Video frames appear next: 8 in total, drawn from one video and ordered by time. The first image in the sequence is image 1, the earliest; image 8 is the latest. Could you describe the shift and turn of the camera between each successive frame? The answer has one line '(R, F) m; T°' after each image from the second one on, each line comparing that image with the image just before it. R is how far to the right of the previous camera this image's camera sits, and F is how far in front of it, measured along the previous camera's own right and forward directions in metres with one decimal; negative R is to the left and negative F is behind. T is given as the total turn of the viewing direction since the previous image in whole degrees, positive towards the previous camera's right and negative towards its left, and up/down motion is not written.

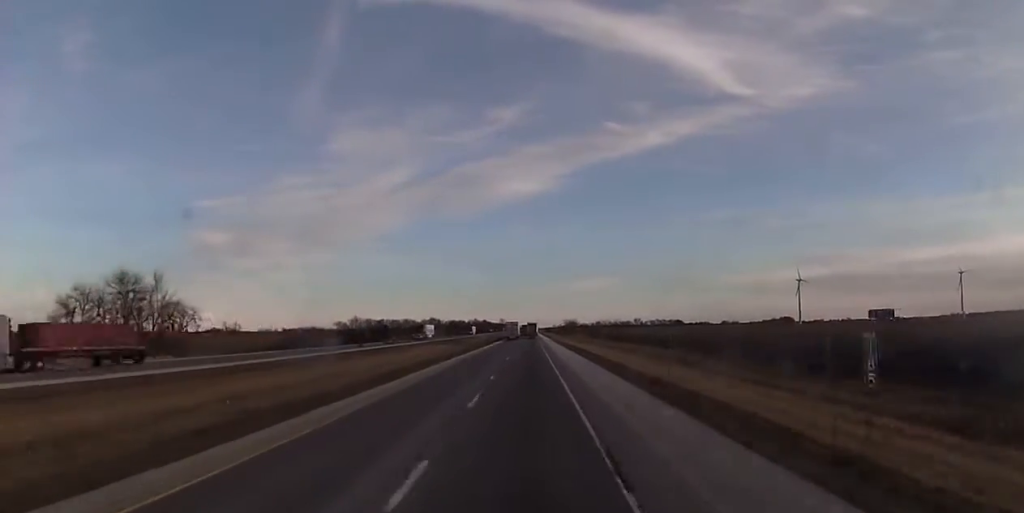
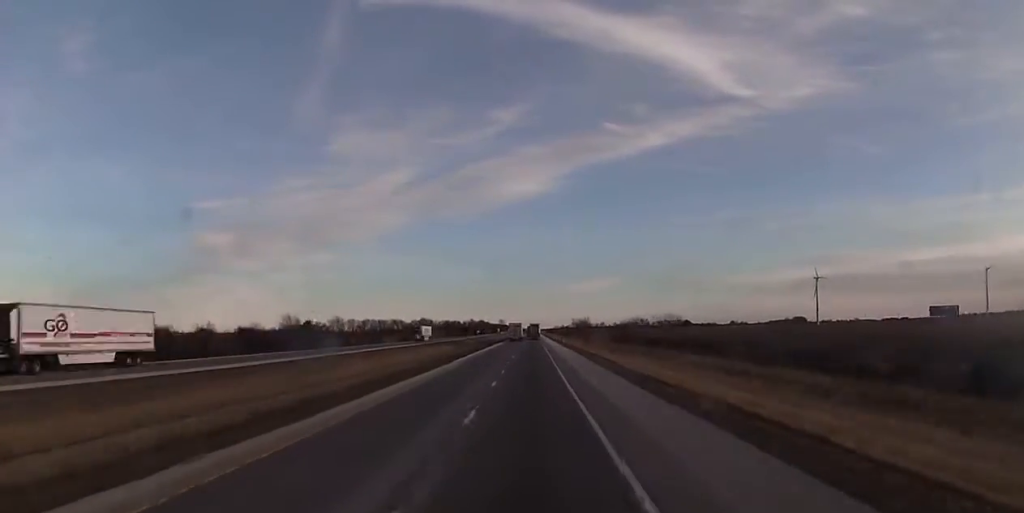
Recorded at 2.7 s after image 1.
(+0.1, +77.0) m; 0°
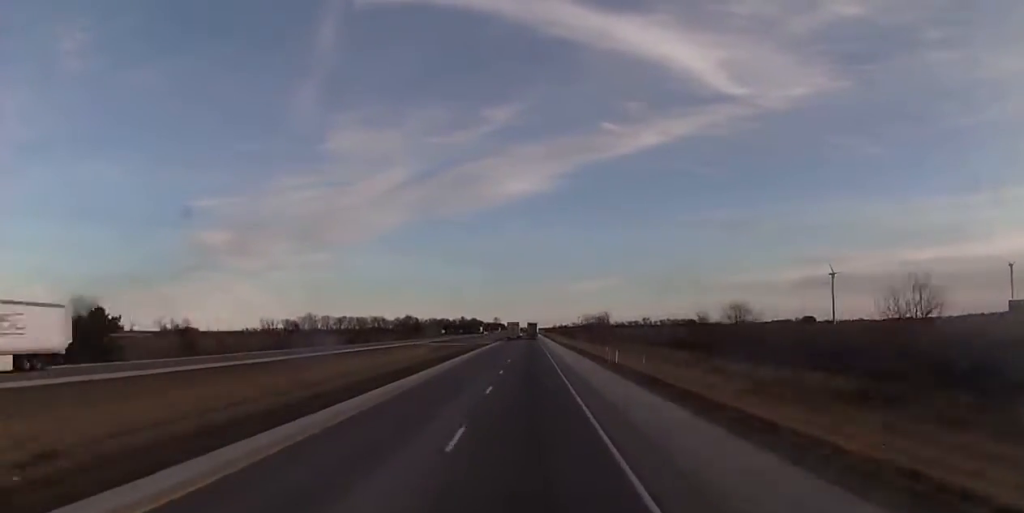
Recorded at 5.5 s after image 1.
(-0.2, +77.3) m; 0°
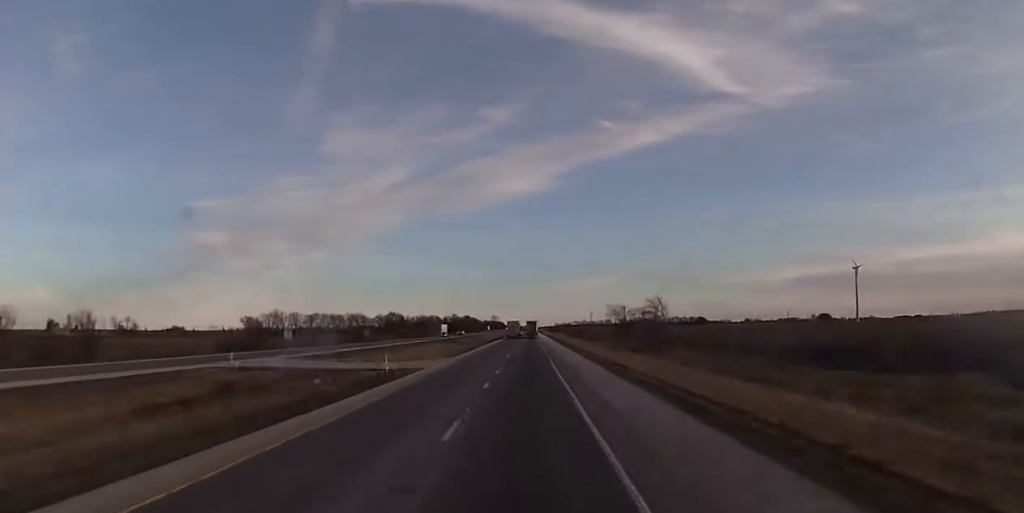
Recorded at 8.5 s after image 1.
(+0.1, +84.3) m; 0°
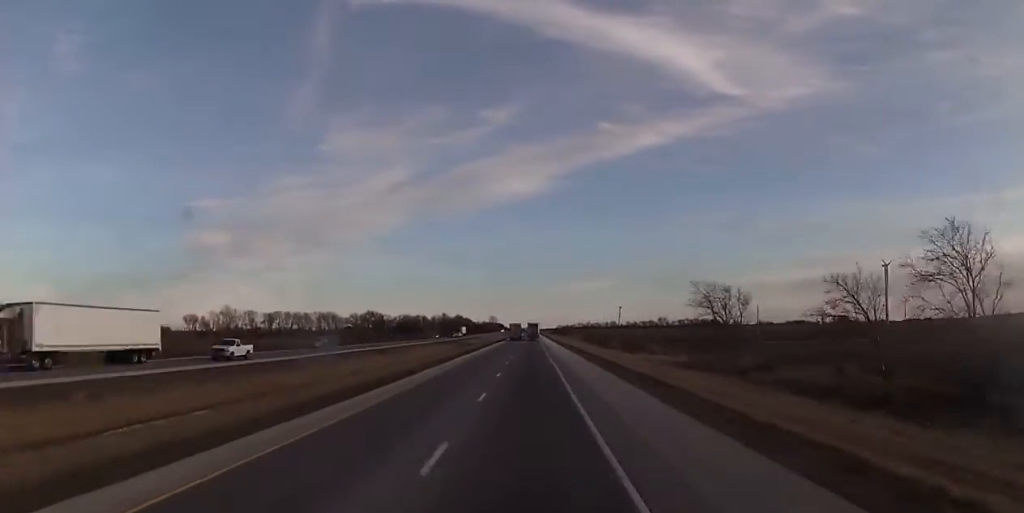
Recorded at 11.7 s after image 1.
(+0.4, +88.9) m; 0°
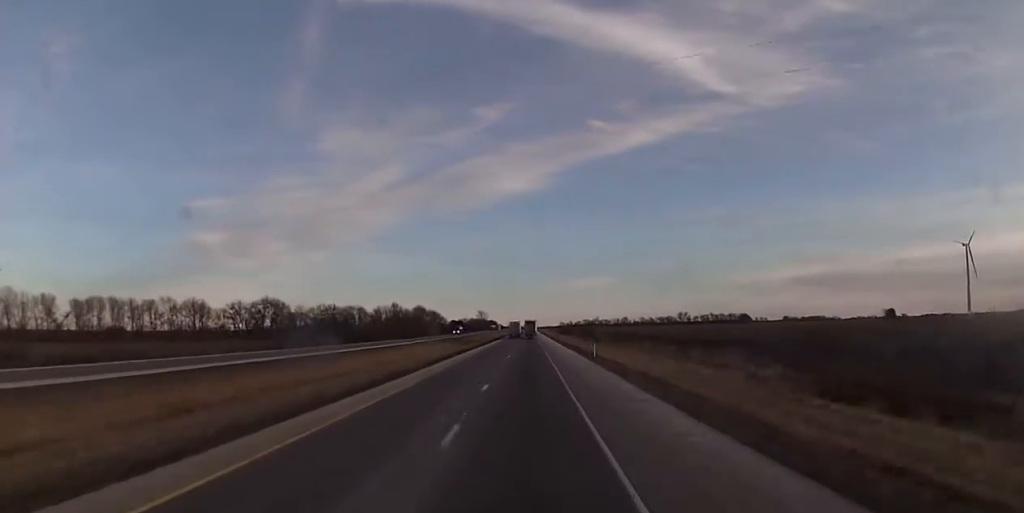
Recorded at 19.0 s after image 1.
(-1.0, +203.9) m; 0°
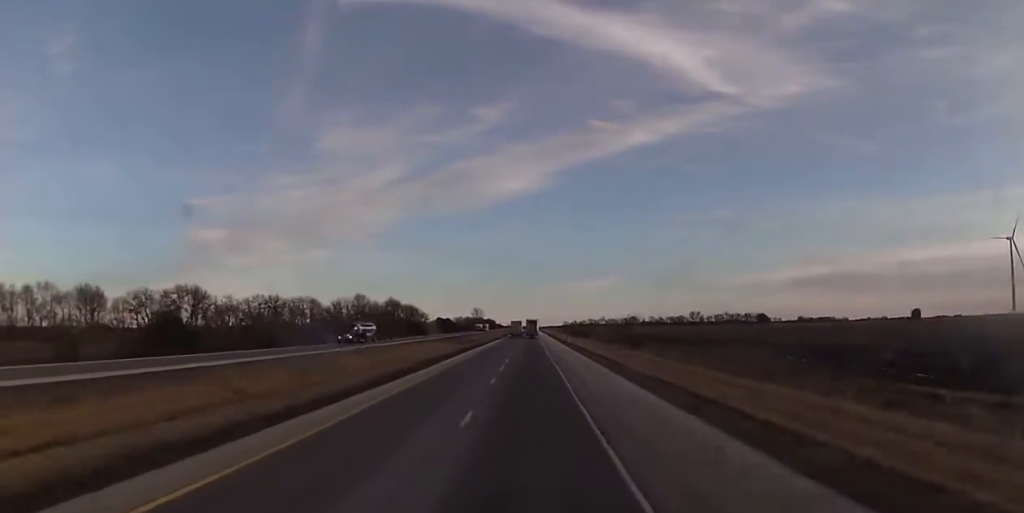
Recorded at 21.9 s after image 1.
(-0.1, +81.1) m; 0°
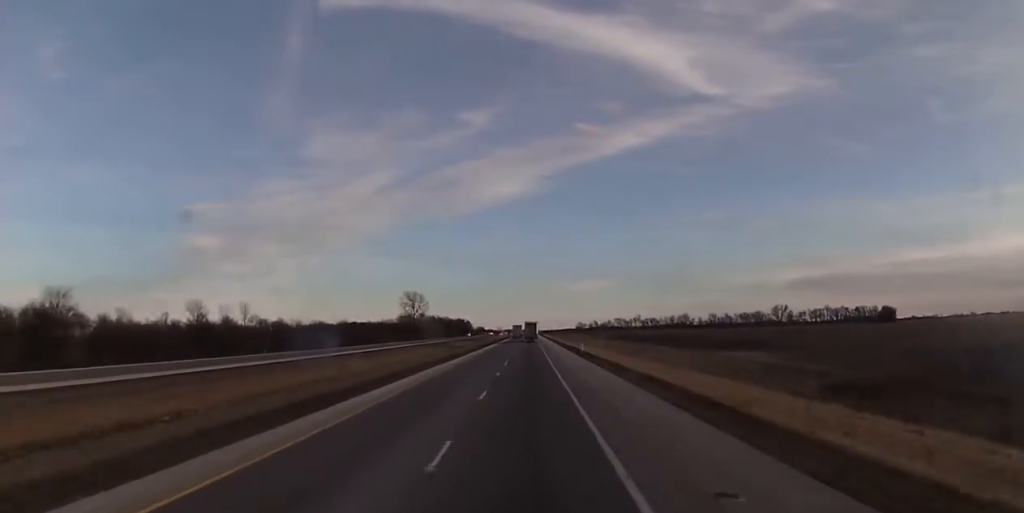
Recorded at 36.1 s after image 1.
(+1.3, +397.5) m; 0°
